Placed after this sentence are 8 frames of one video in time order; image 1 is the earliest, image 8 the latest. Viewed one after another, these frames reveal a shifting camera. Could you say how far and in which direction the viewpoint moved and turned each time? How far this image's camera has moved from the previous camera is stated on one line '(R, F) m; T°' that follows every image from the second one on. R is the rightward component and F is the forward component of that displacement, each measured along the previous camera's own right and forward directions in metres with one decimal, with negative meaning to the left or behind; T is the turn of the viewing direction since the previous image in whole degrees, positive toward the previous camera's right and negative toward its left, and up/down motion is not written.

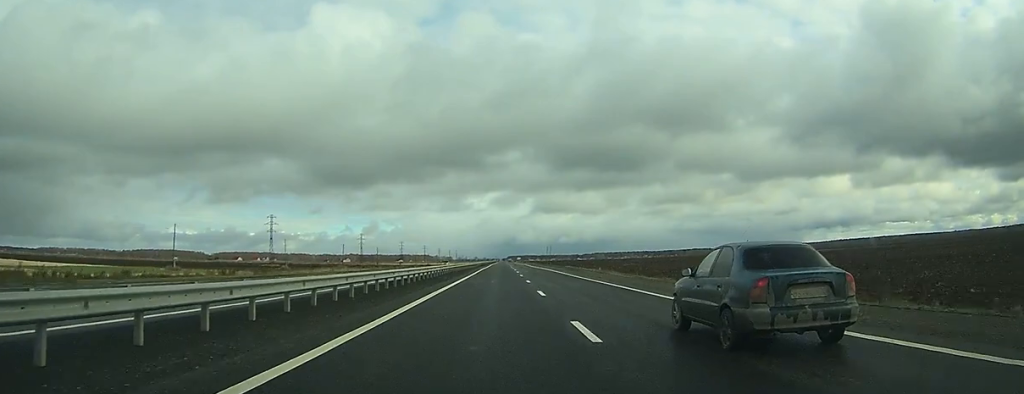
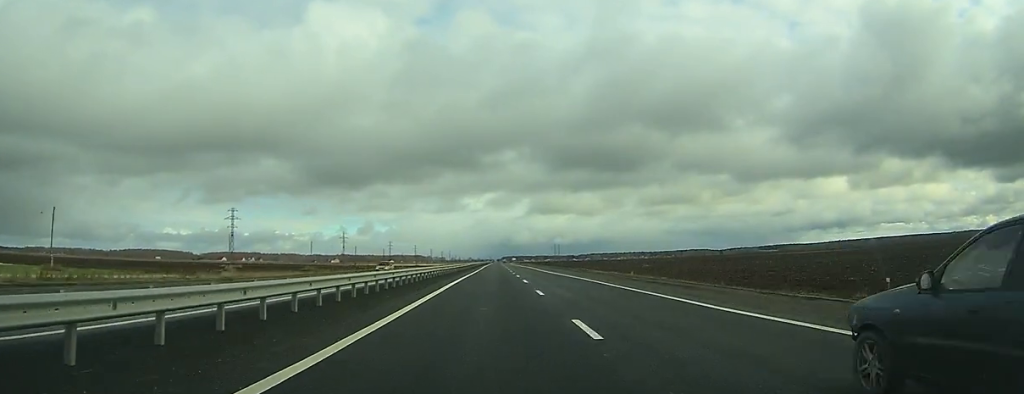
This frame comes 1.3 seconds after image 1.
(+0.1, +36.7) m; 0°
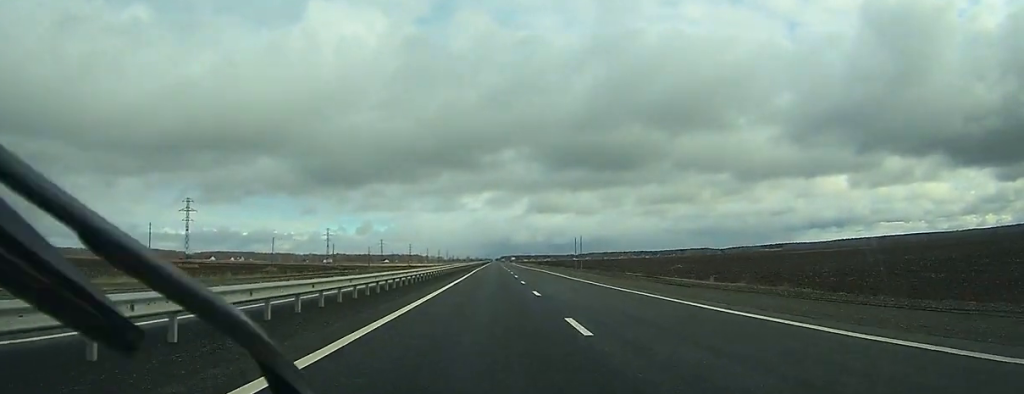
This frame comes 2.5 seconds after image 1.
(0.0, +35.5) m; 0°
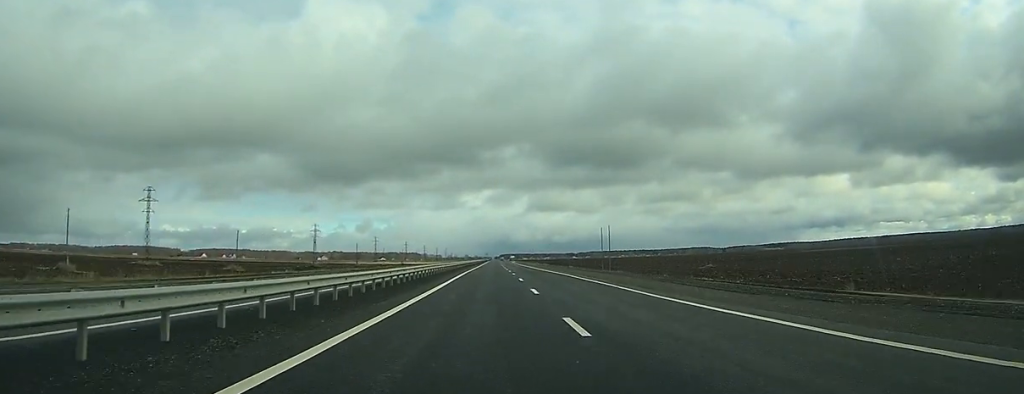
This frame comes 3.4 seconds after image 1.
(0.0, +23.8) m; 0°
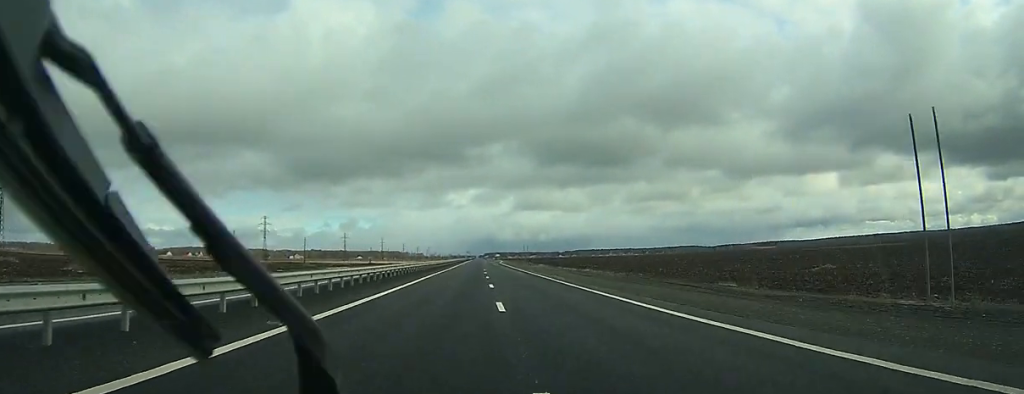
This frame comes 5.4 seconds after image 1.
(+0.2, +53.4) m; 0°
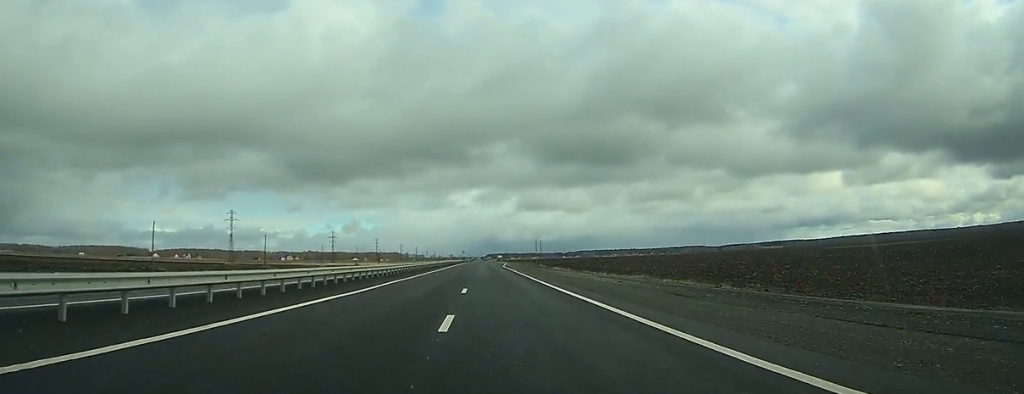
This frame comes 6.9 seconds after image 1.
(+0.2, +38.7) m; 0°
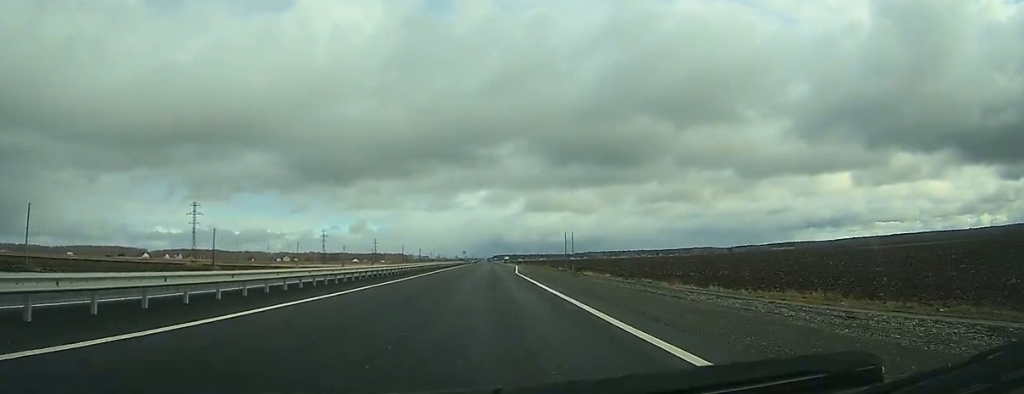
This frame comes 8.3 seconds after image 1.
(0.0, +39.4) m; 0°
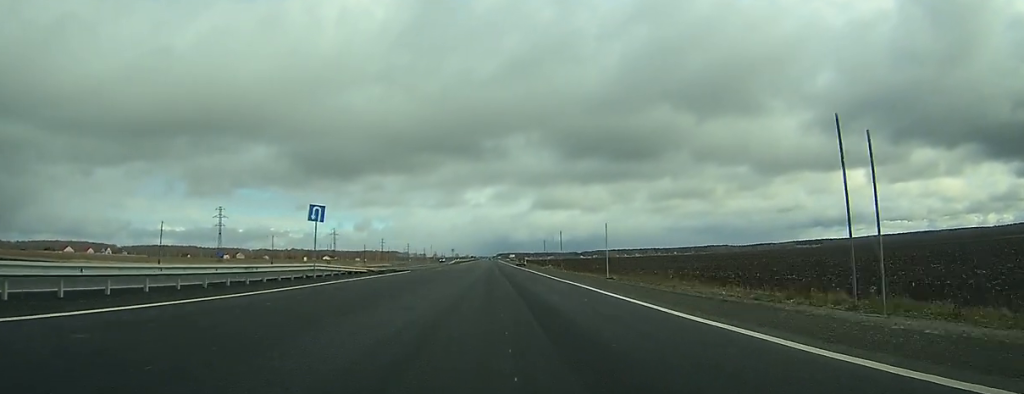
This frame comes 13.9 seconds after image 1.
(-0.2, +153.8) m; 0°
